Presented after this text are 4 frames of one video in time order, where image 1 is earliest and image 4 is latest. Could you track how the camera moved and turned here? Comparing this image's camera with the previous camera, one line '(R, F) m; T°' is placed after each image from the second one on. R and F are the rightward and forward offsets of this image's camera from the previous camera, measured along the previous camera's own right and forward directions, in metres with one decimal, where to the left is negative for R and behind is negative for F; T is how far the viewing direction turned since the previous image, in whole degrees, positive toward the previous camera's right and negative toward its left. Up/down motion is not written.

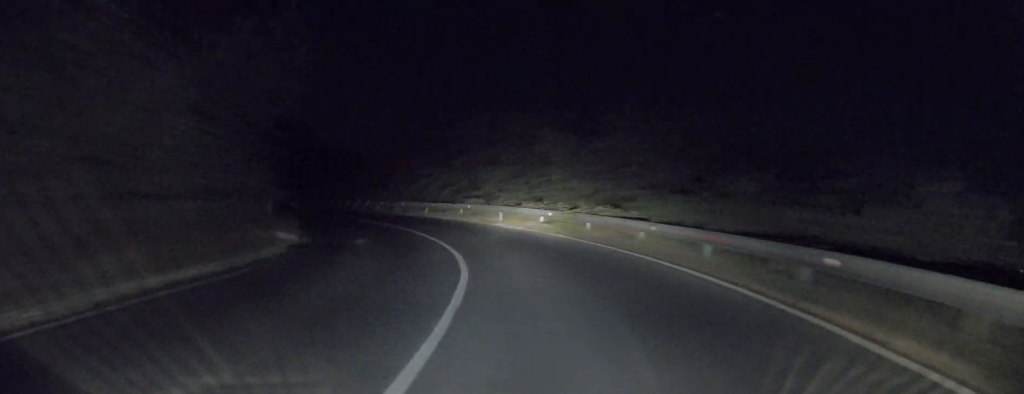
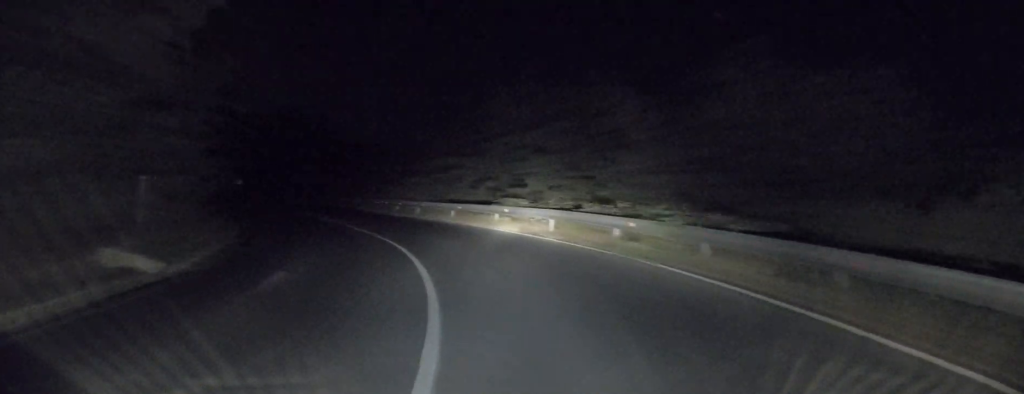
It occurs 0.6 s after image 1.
(-0.4, +9.1) m; -7°
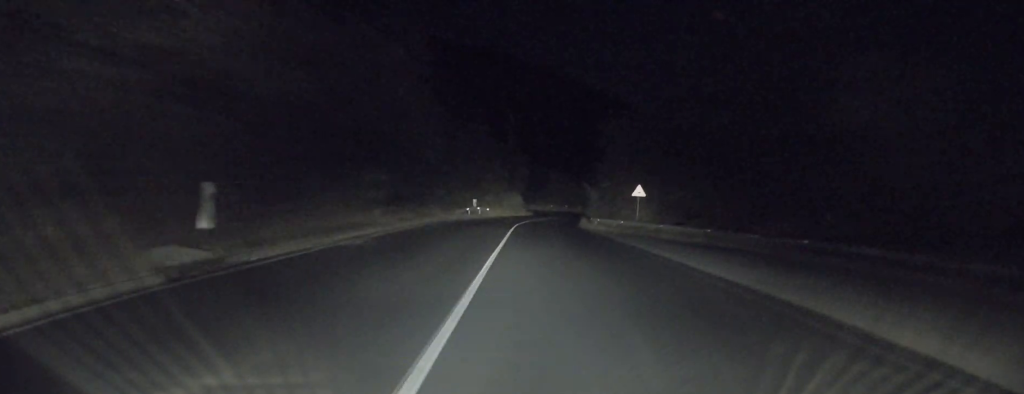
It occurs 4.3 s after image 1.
(-18.0, +50.6) m; -30°
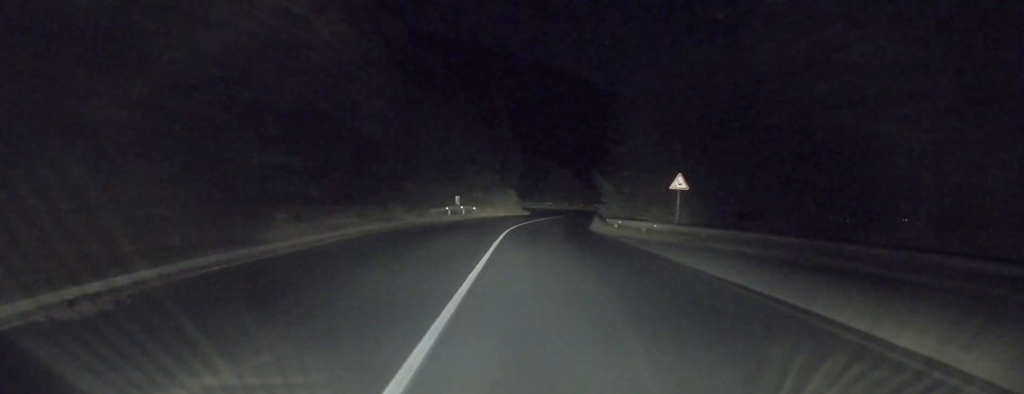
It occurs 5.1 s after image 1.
(0.0, +11.6) m; +1°
